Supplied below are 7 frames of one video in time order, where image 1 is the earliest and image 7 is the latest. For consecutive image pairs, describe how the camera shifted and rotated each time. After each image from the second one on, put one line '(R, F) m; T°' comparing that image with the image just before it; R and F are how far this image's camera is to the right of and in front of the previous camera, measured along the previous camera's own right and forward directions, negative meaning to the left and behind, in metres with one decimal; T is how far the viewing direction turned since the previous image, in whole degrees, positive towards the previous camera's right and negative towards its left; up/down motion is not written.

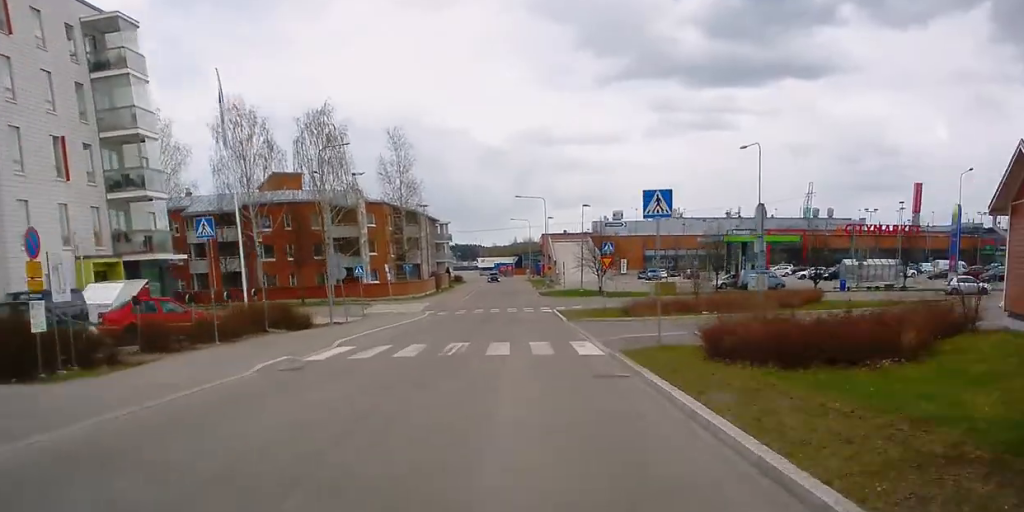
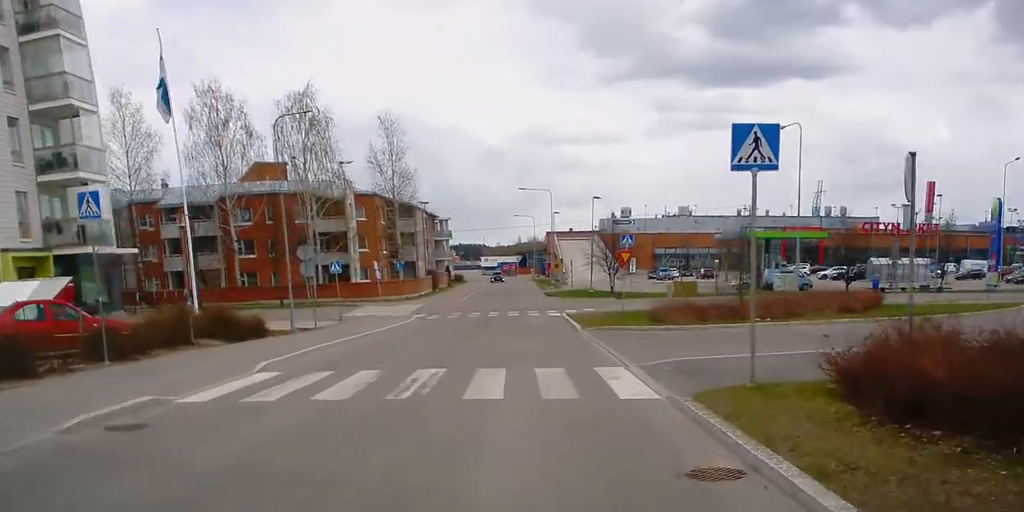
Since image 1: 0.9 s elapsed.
(0.0, +7.1) m; 0°
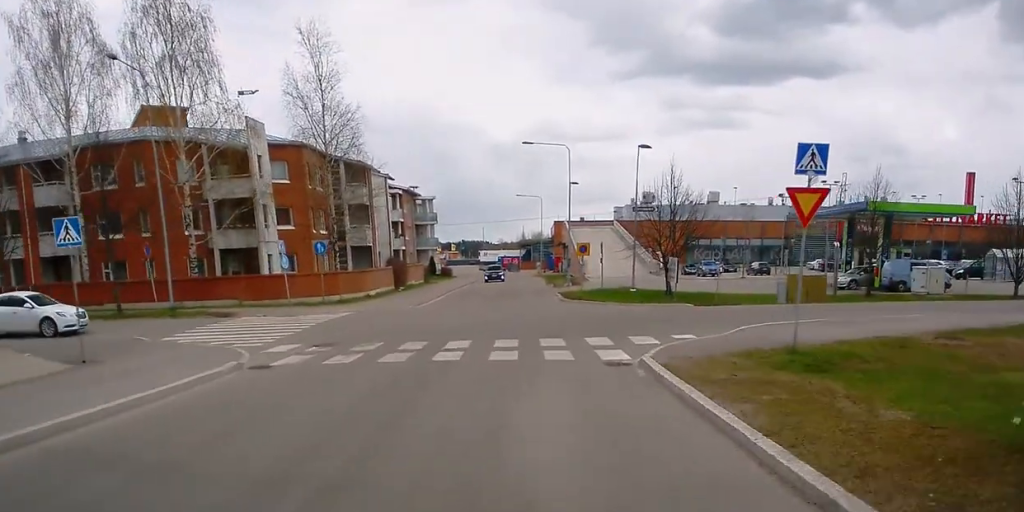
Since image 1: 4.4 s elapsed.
(0.0, +22.8) m; 0°
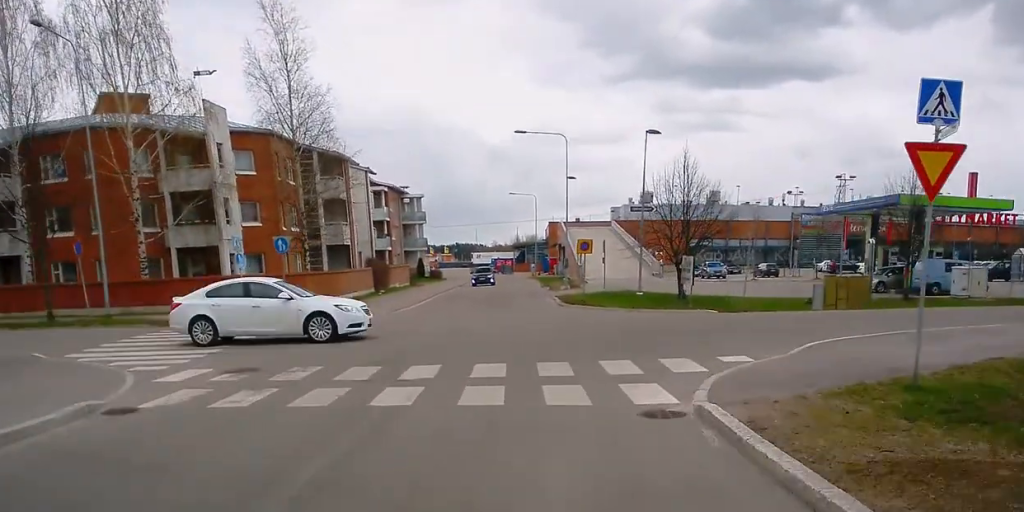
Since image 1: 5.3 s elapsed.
(0.0, +4.7) m; 0°
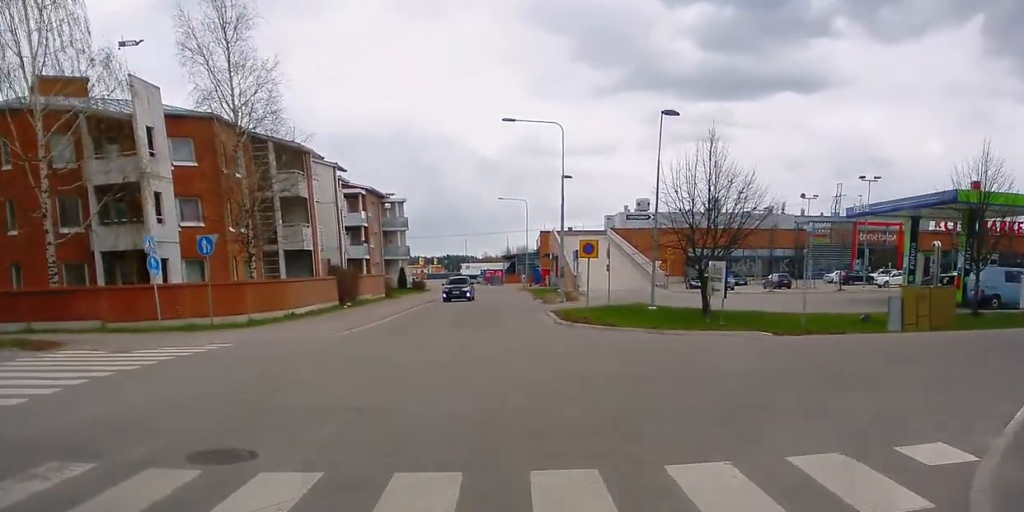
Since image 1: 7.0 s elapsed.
(0.0, +8.6) m; -1°
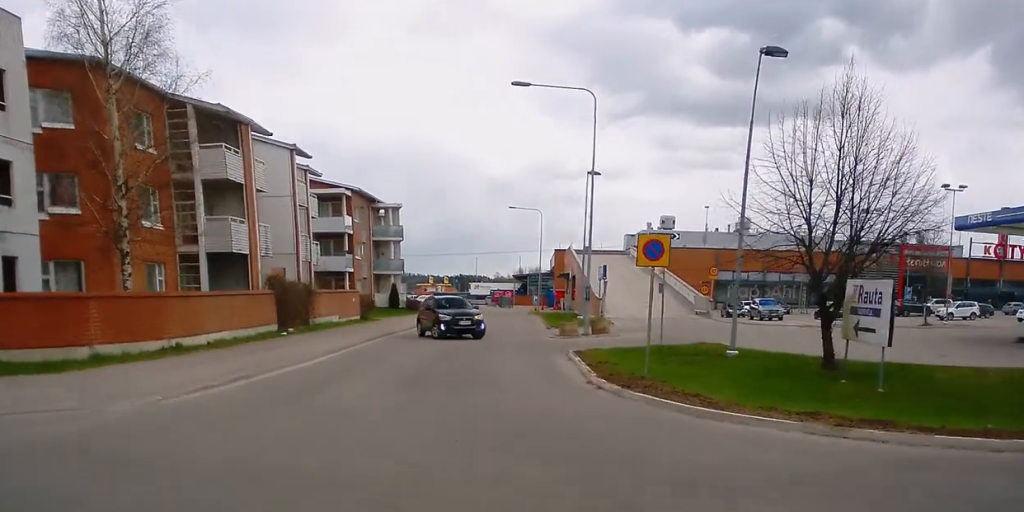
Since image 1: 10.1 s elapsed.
(-0.5, +15.2) m; -2°
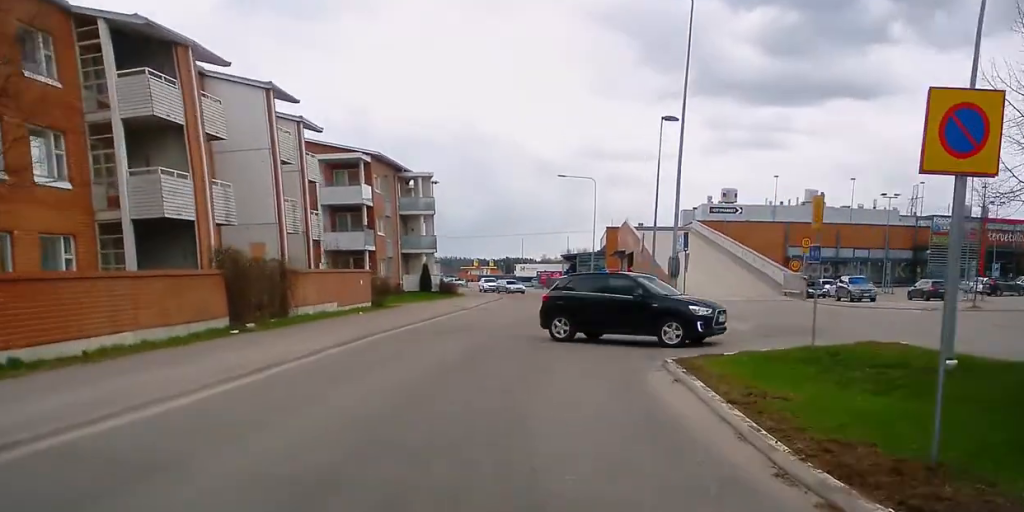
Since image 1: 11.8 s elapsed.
(+0.1, +9.8) m; +2°
